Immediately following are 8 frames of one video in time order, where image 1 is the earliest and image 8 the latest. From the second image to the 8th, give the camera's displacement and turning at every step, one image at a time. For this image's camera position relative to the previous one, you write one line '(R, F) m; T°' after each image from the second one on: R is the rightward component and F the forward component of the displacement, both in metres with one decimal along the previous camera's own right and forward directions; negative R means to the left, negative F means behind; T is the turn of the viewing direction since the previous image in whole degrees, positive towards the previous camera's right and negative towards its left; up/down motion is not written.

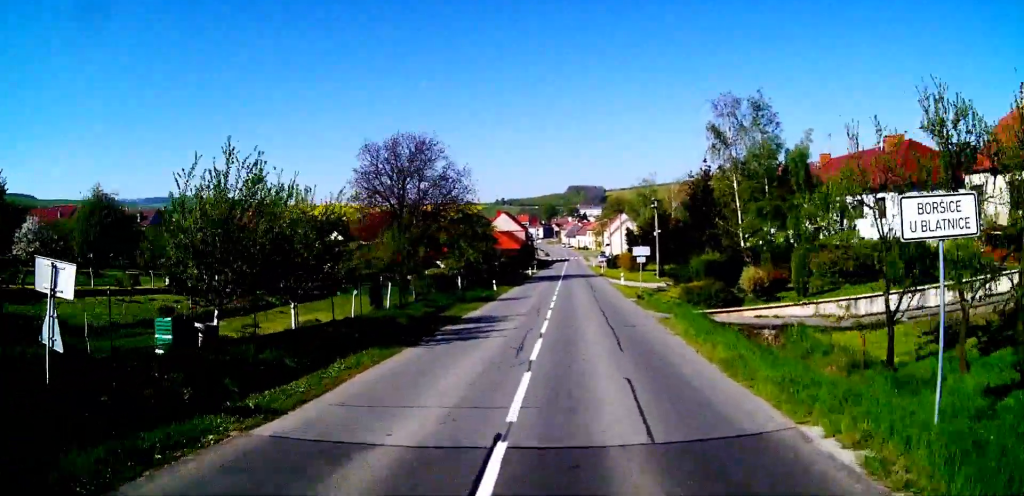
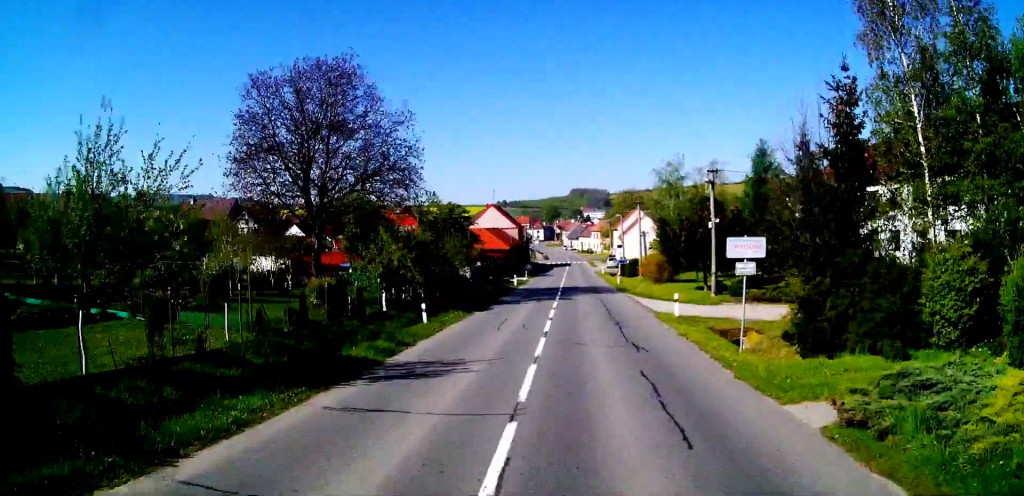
(0.0, +23.8) m; 0°
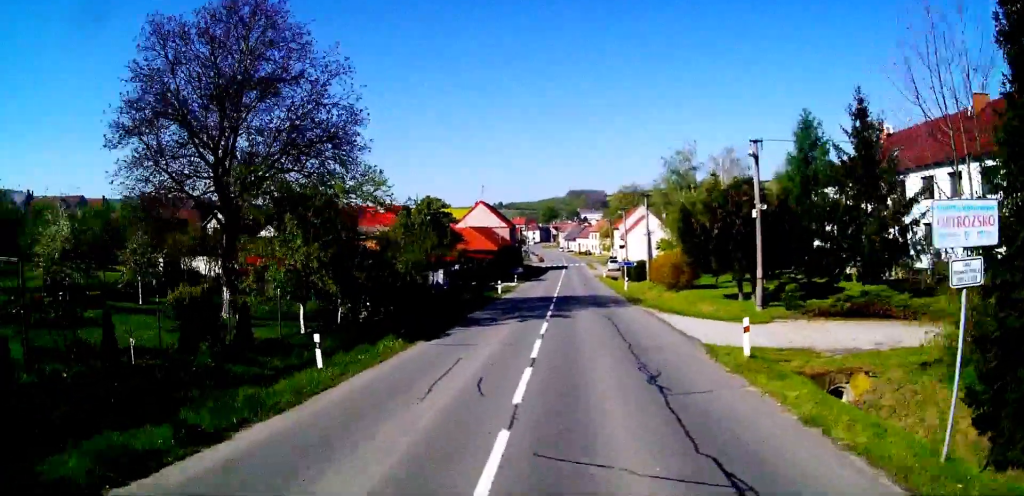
(0.0, +10.3) m; 0°
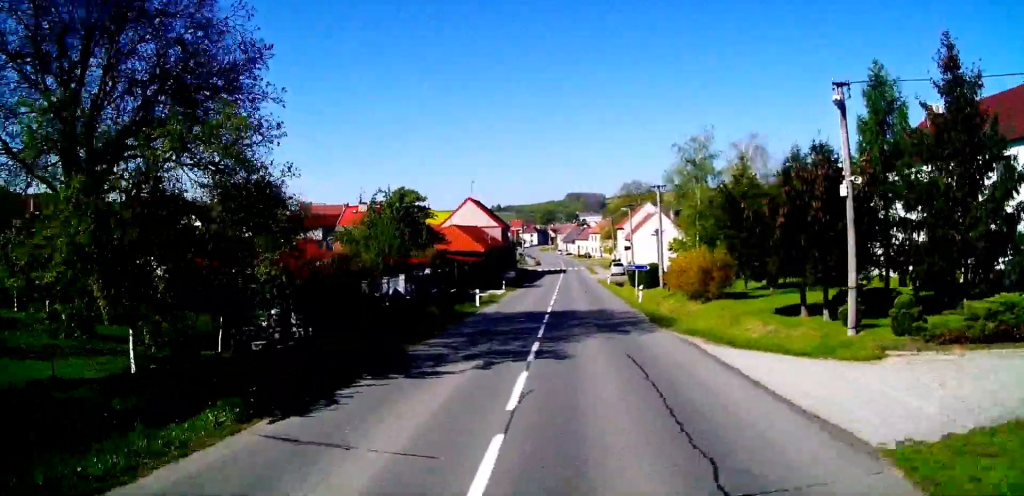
(0.0, +10.1) m; 0°
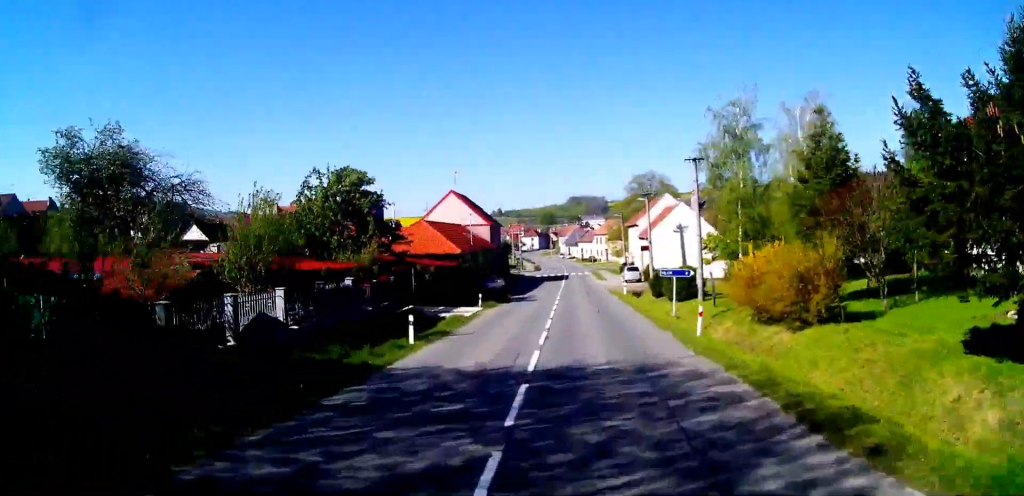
(0.0, +14.9) m; 0°
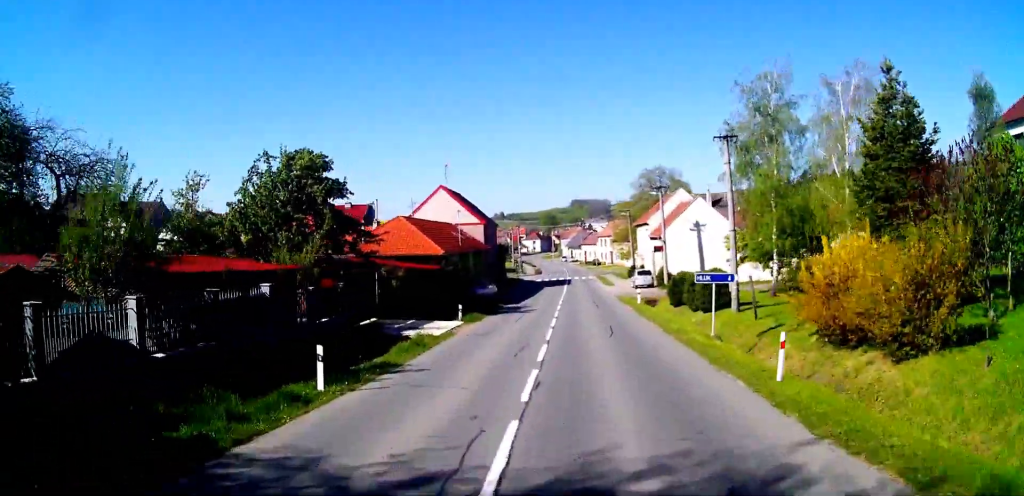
(0.0, +7.3) m; 0°
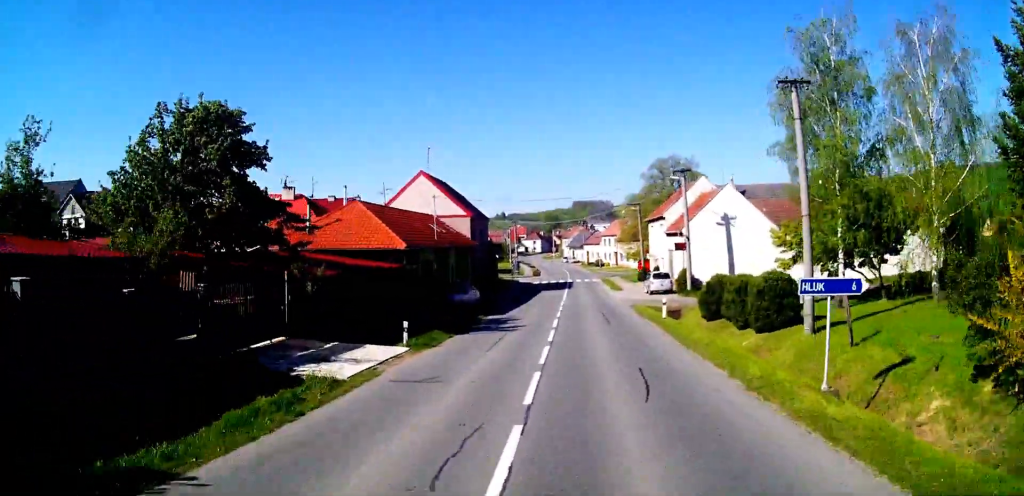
(0.0, +9.3) m; +1°
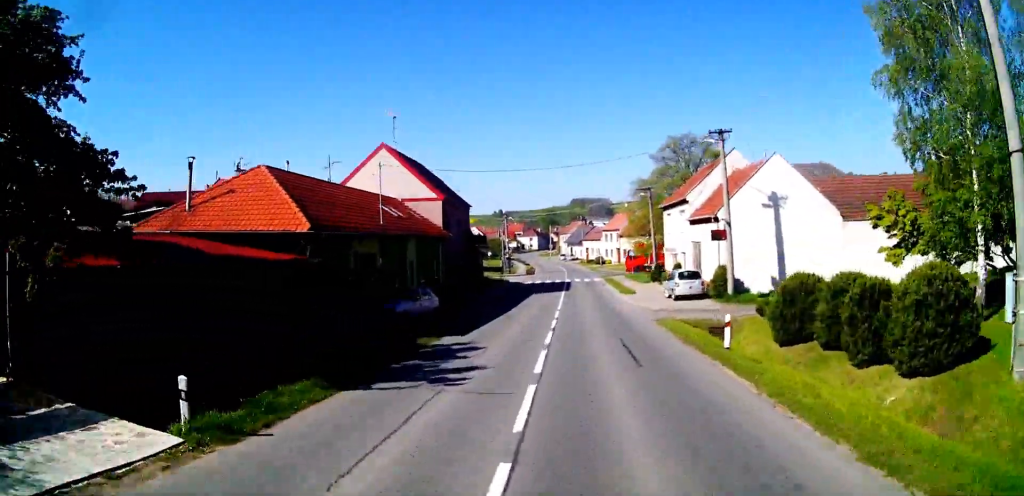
(+0.1, +10.9) m; 0°
